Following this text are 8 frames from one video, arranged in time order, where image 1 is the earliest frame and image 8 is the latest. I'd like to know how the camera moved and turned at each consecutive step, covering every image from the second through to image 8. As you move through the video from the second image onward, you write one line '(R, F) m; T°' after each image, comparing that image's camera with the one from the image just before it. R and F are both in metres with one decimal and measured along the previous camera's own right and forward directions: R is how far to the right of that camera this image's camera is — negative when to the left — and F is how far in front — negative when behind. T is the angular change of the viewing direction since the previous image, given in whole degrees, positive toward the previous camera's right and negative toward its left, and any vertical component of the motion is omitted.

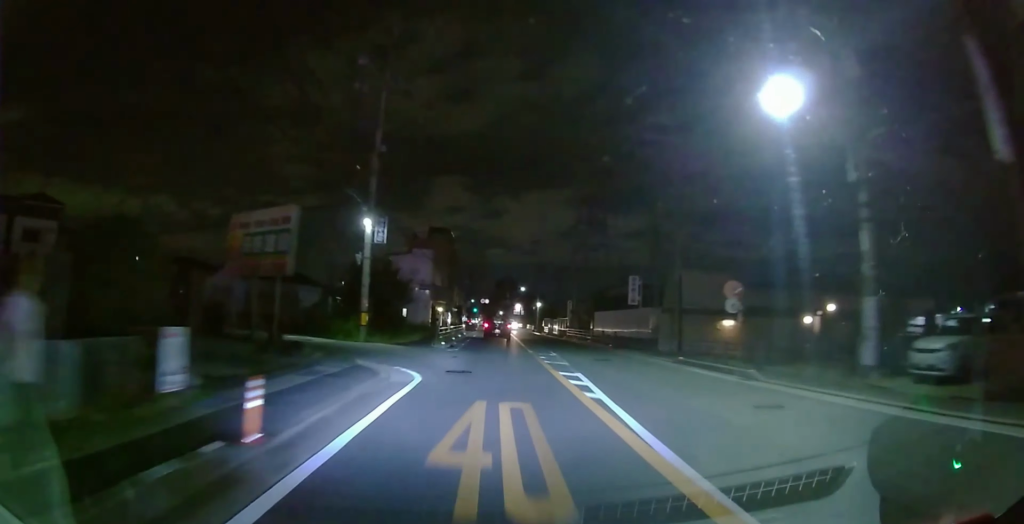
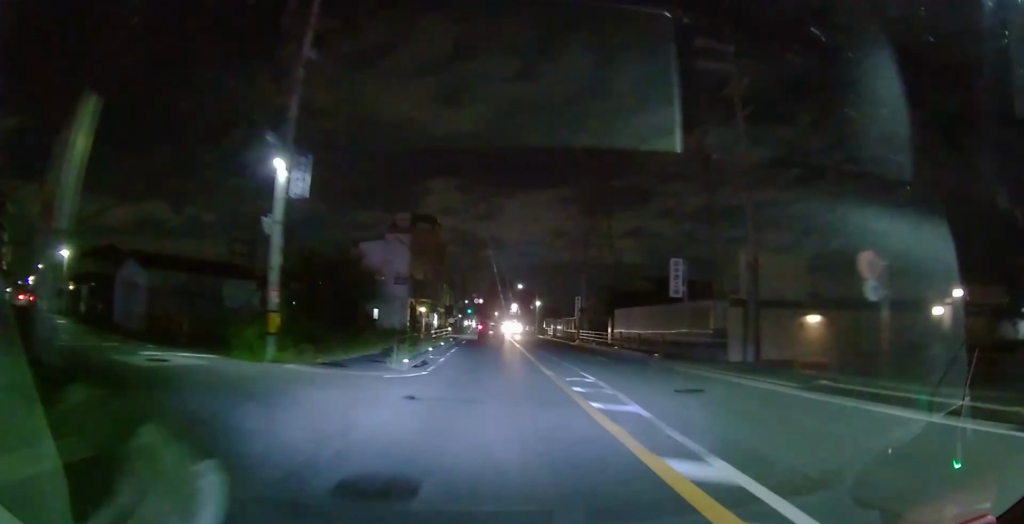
(0.0, +8.9) m; 0°
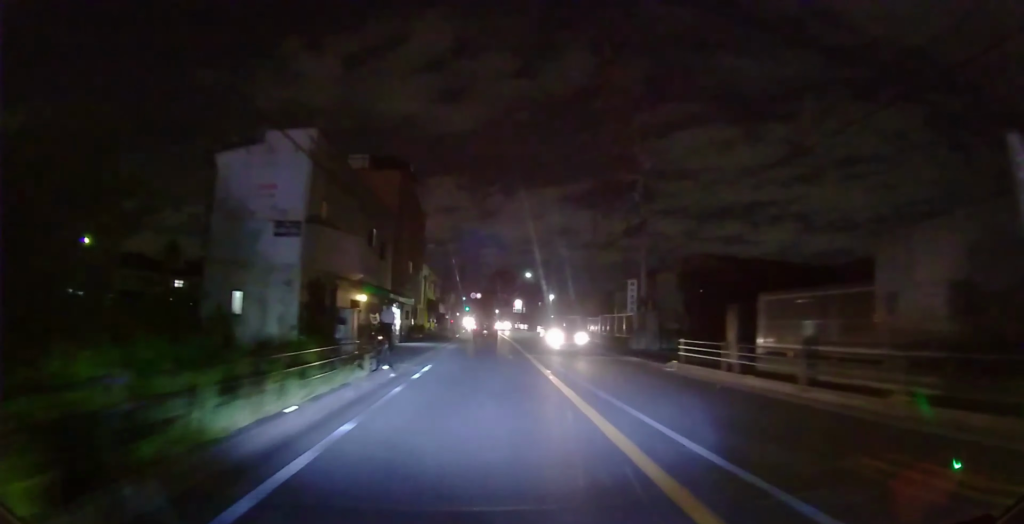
(+0.1, +18.8) m; 0°
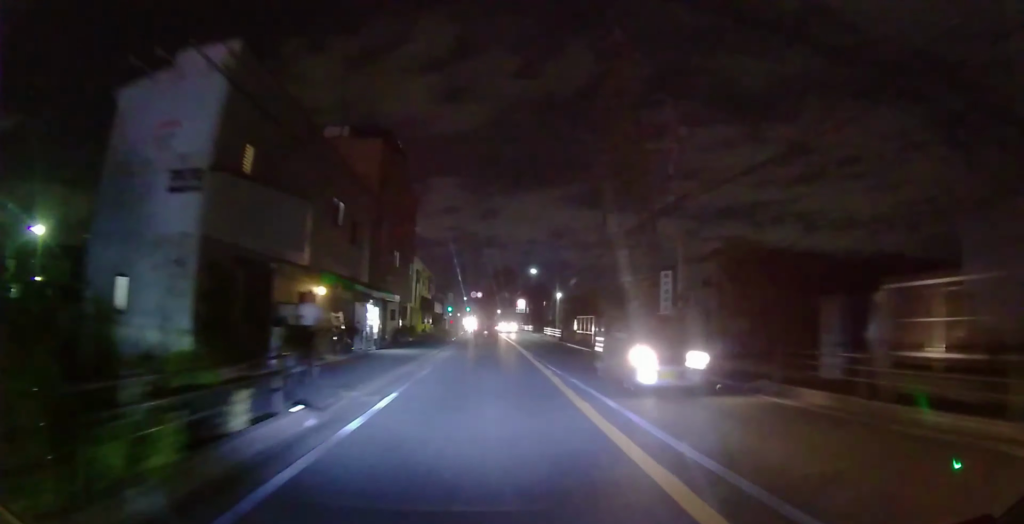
(0.0, +6.0) m; 0°
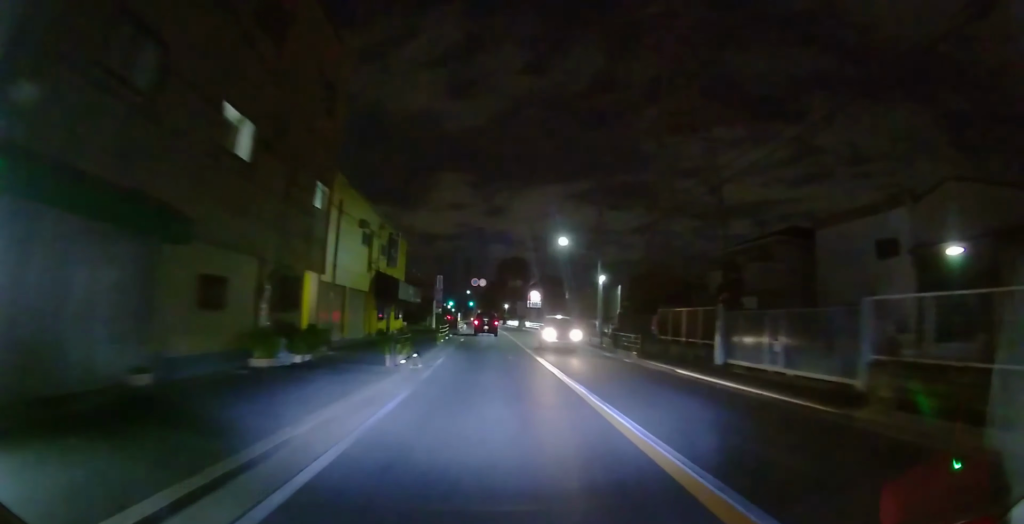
(-0.4, +20.5) m; -3°
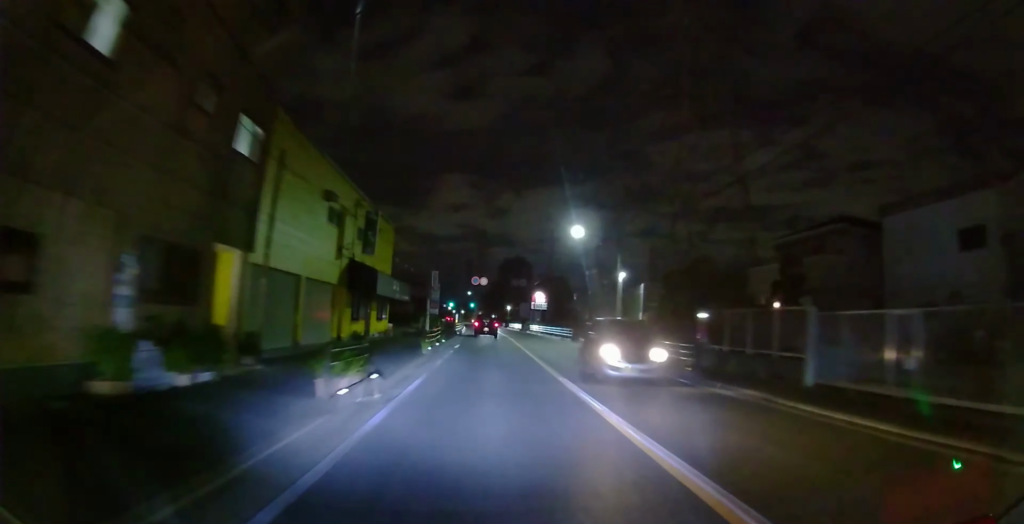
(-0.1, +5.1) m; -1°
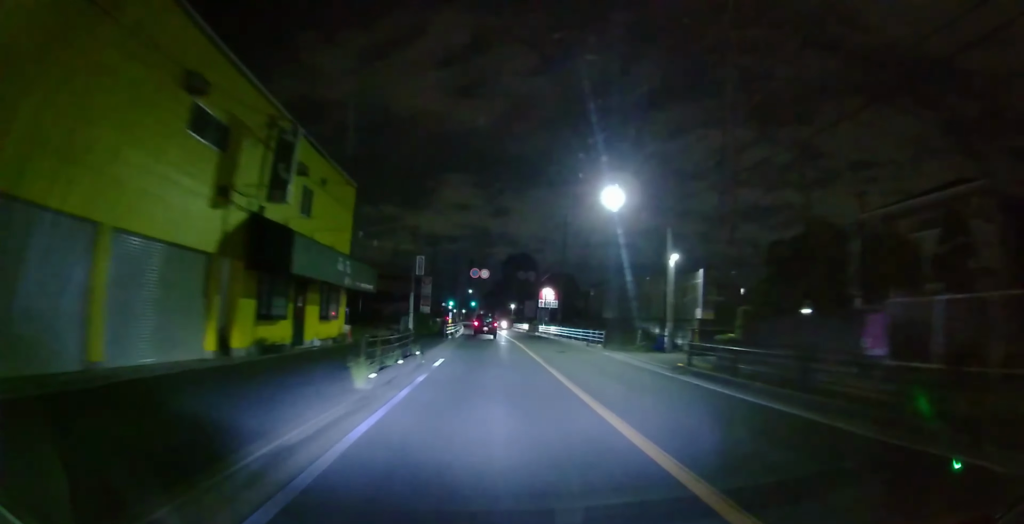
(0.0, +10.0) m; 0°
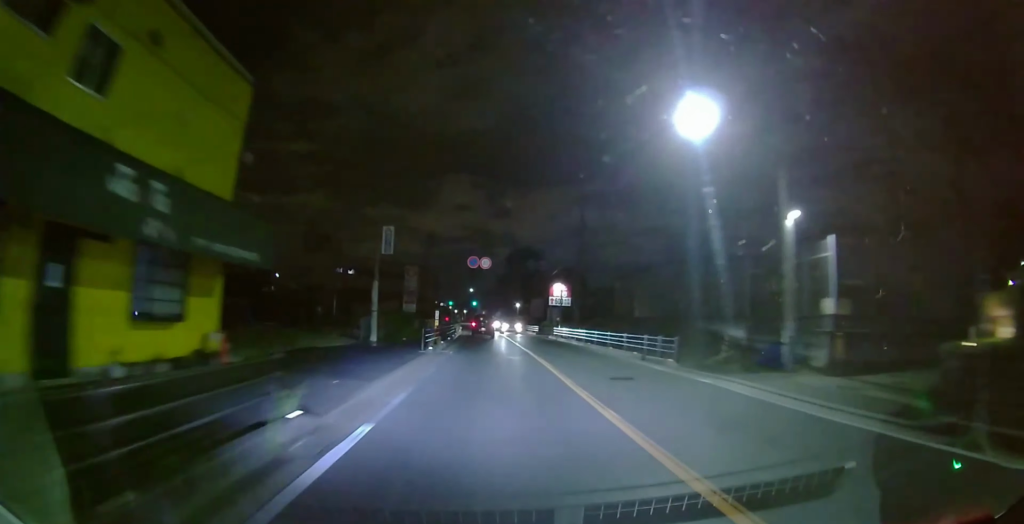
(0.0, +9.8) m; 0°
